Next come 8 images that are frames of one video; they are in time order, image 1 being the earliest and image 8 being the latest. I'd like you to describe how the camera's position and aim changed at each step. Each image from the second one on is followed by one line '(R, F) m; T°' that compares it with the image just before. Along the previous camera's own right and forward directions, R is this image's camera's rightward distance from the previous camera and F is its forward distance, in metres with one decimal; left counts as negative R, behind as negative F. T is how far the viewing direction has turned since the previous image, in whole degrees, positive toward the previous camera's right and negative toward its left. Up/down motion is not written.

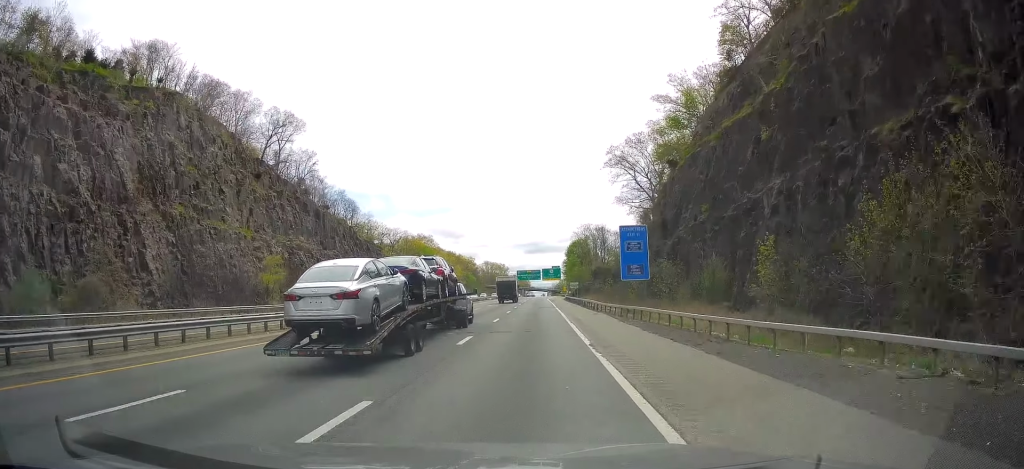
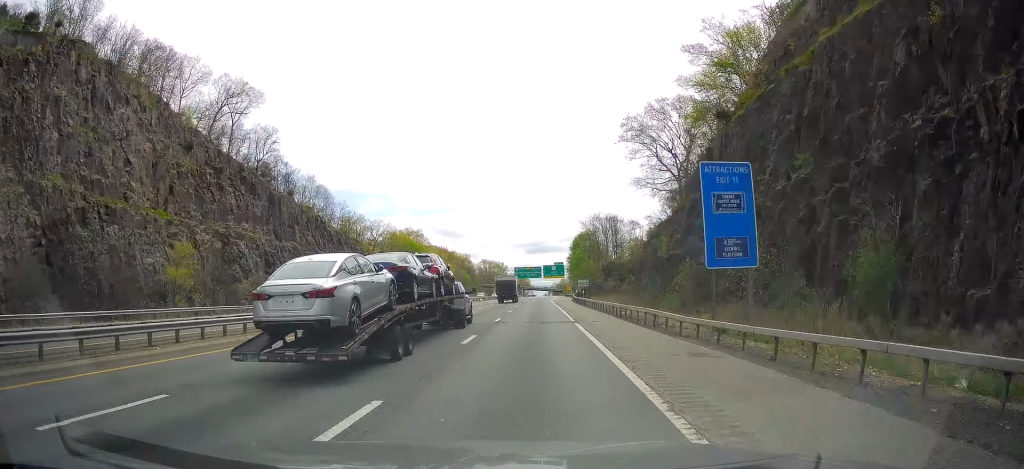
(0.0, +25.1) m; 0°
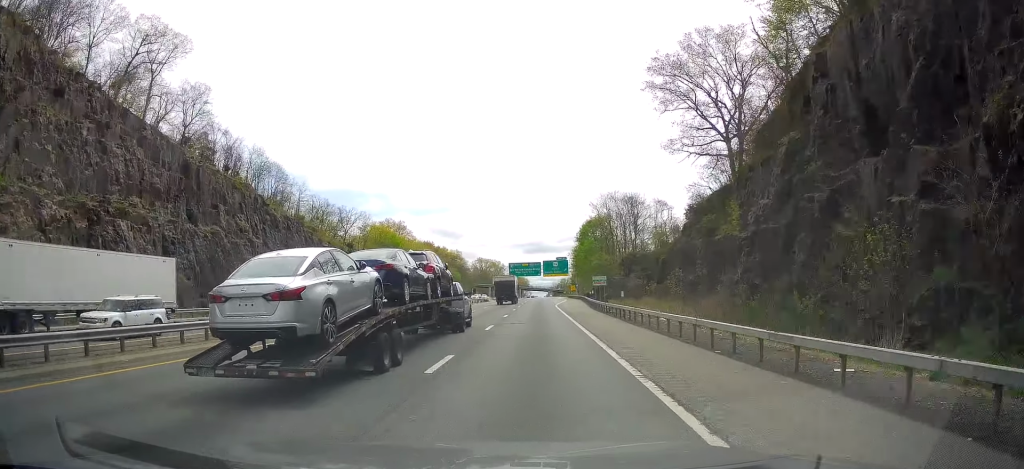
(+0.4, +30.1) m; 0°
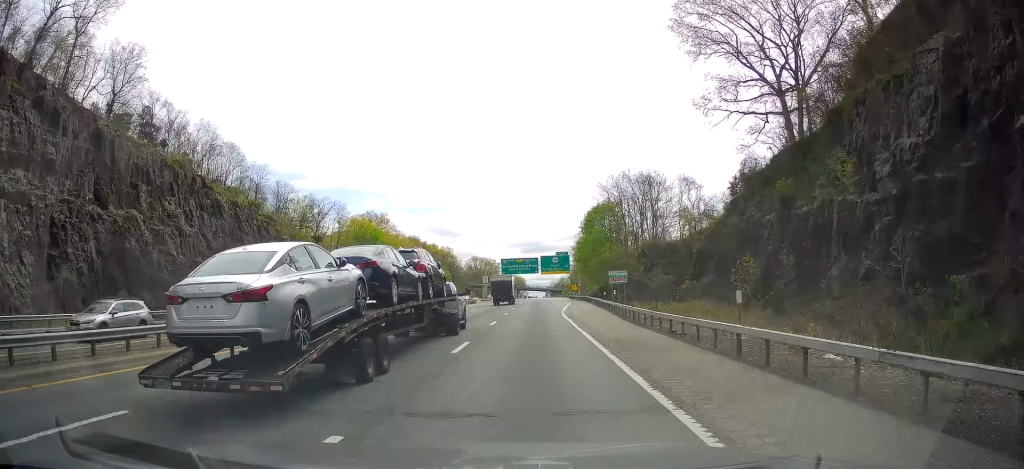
(+0.1, +20.4) m; -1°
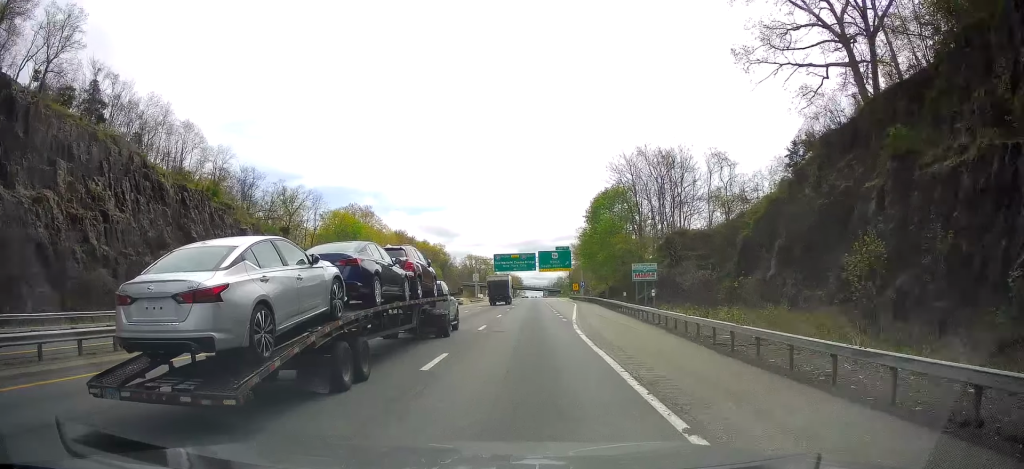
(-0.3, +15.6) m; 0°
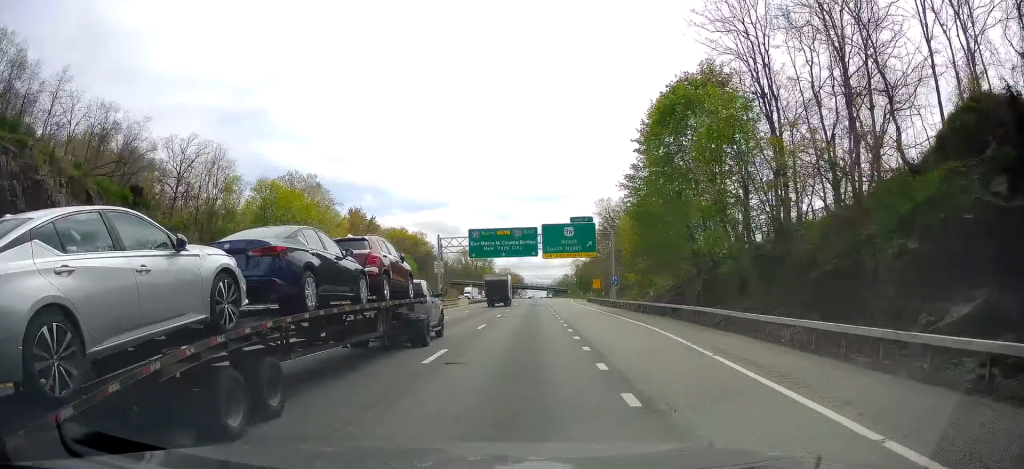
(+0.7, +46.9) m; +2°
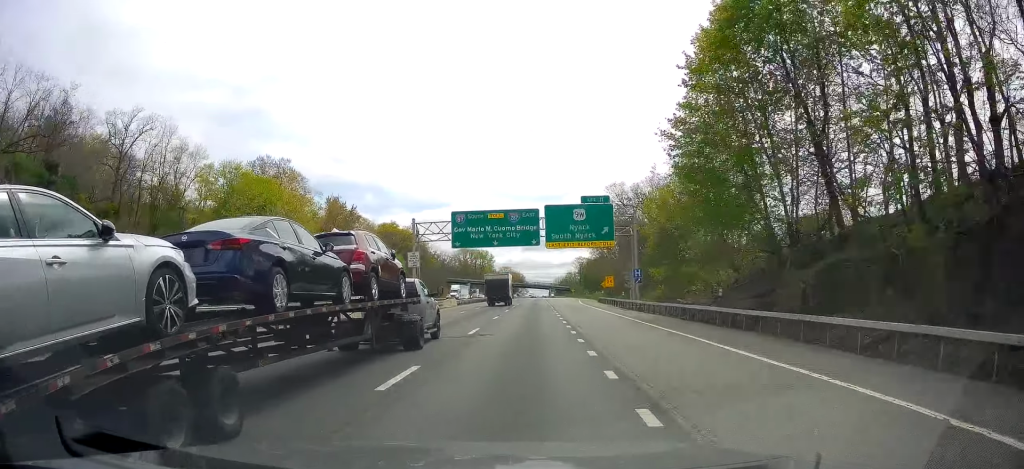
(+0.3, +15.7) m; 0°
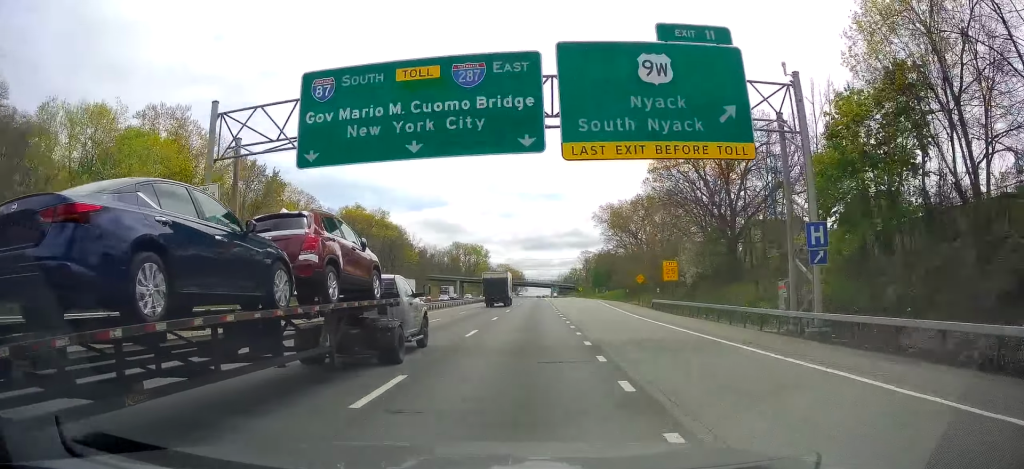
(-0.5, +37.6) m; -1°
